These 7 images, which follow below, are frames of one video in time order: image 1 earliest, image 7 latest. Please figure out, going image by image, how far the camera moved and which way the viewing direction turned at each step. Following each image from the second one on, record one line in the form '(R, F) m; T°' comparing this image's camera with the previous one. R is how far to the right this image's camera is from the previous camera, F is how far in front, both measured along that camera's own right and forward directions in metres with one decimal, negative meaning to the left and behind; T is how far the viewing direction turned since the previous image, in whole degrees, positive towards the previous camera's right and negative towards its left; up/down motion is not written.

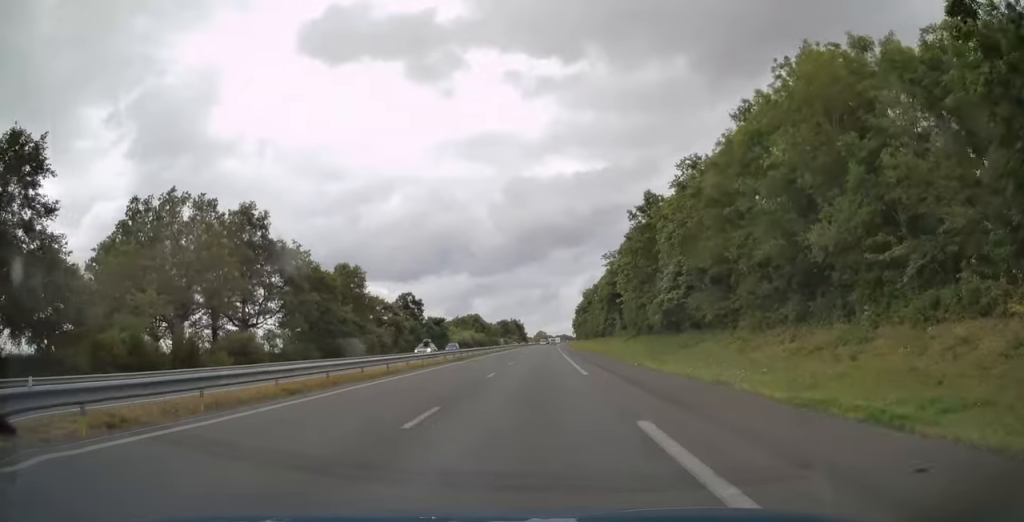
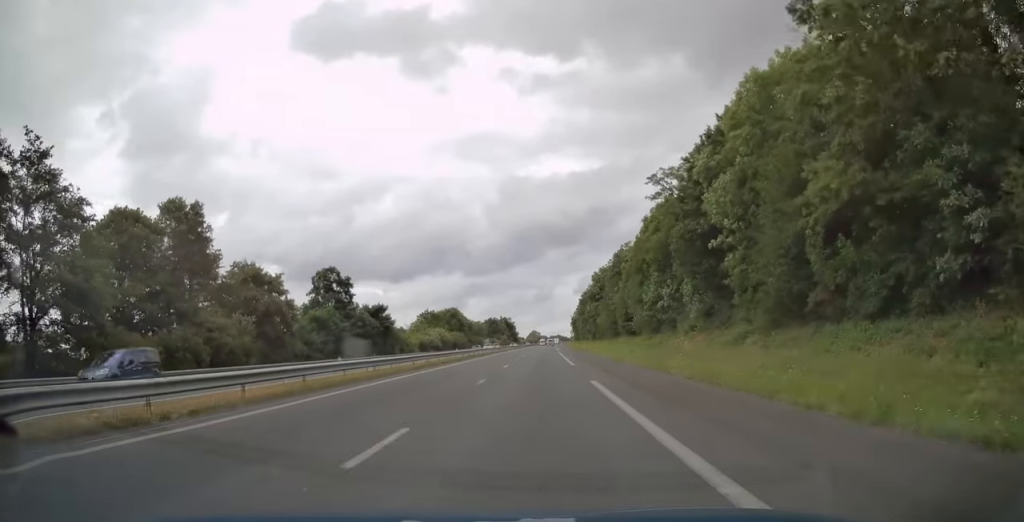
(+0.1, +41.9) m; +1°
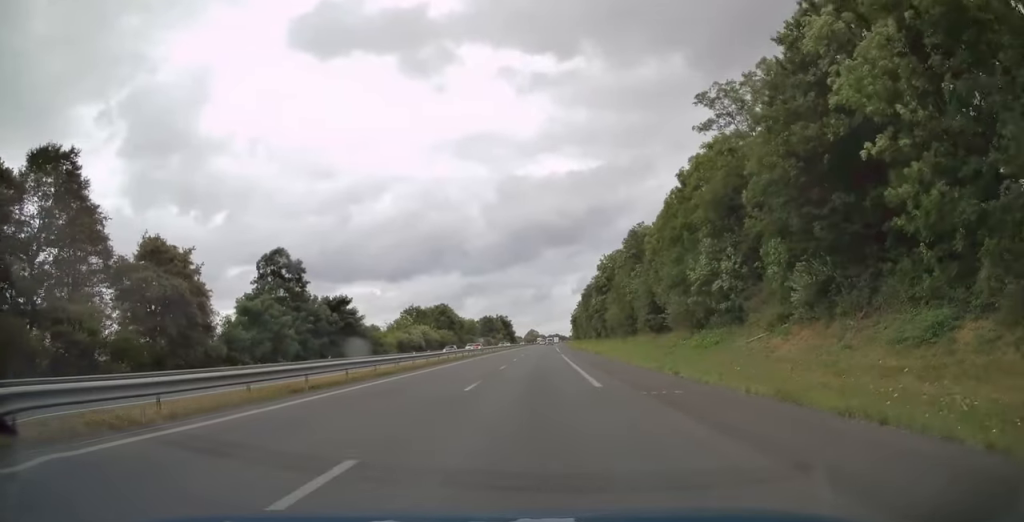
(+0.1, +15.6) m; 0°
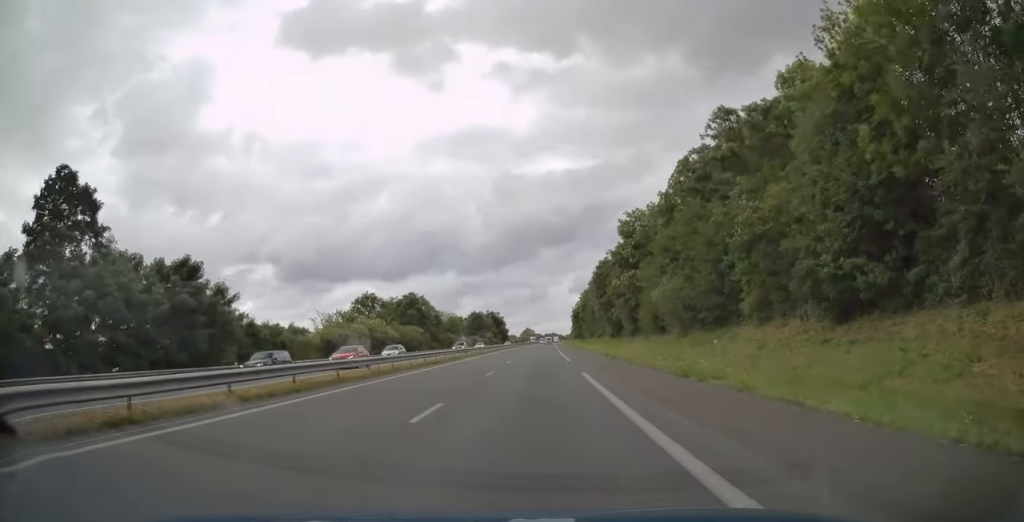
(0.0, +32.9) m; 0°
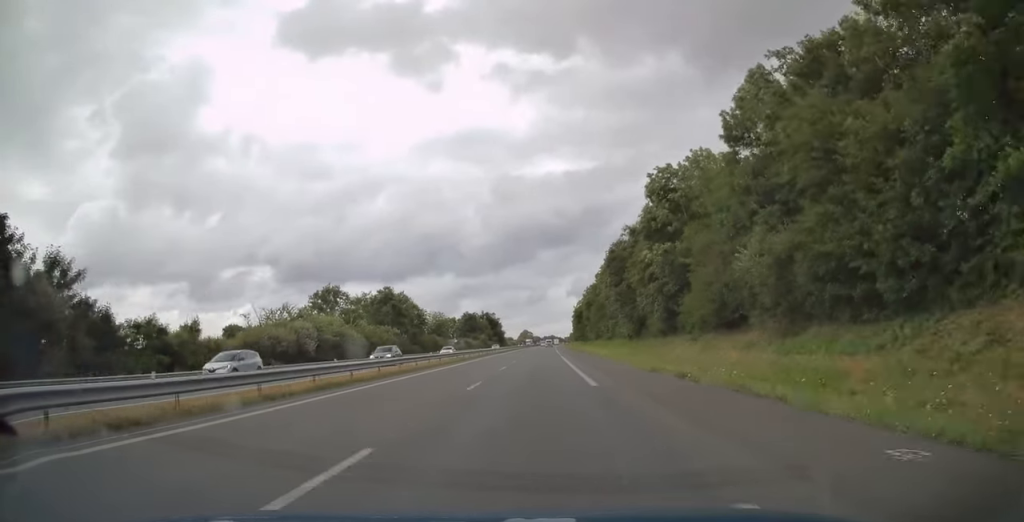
(-0.1, +18.4) m; 0°
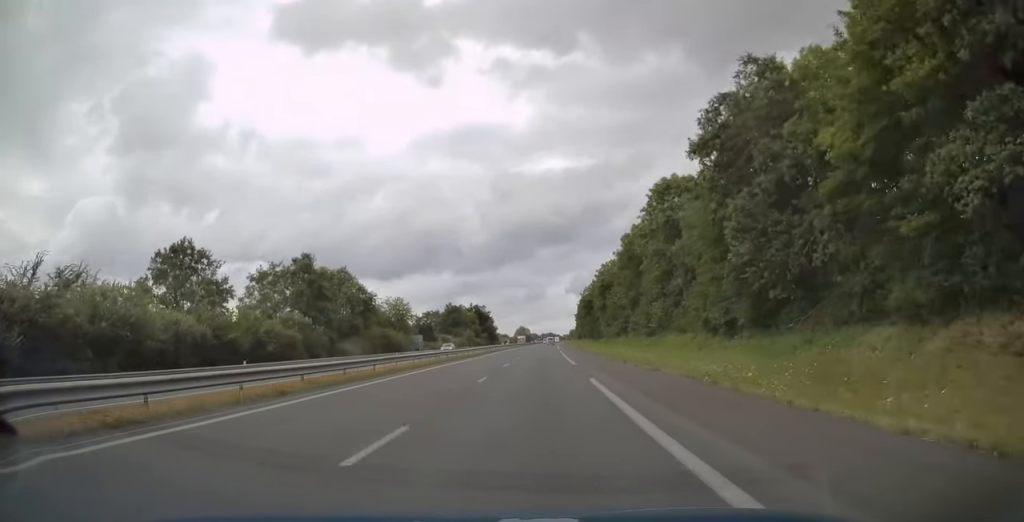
(+0.4, +37.2) m; +1°
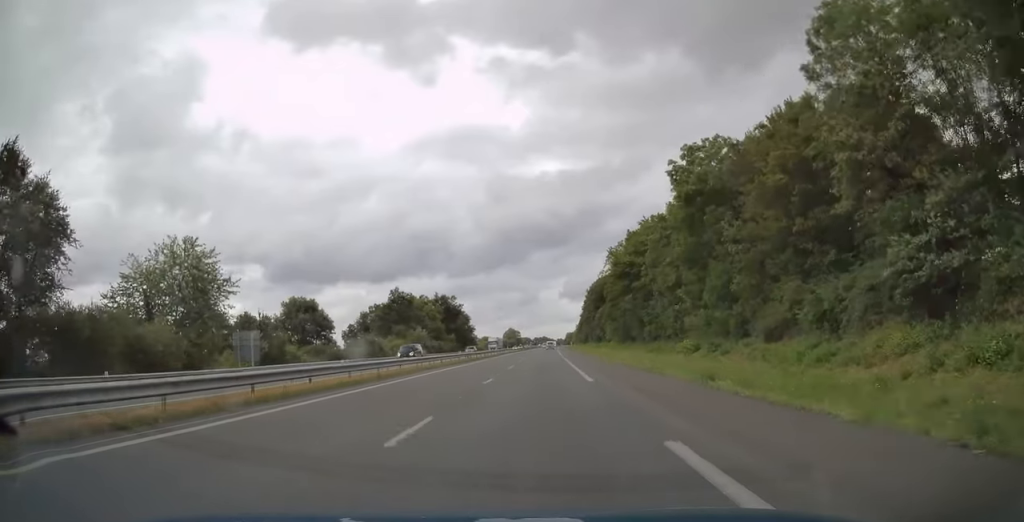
(+0.1, +63.0) m; 0°
